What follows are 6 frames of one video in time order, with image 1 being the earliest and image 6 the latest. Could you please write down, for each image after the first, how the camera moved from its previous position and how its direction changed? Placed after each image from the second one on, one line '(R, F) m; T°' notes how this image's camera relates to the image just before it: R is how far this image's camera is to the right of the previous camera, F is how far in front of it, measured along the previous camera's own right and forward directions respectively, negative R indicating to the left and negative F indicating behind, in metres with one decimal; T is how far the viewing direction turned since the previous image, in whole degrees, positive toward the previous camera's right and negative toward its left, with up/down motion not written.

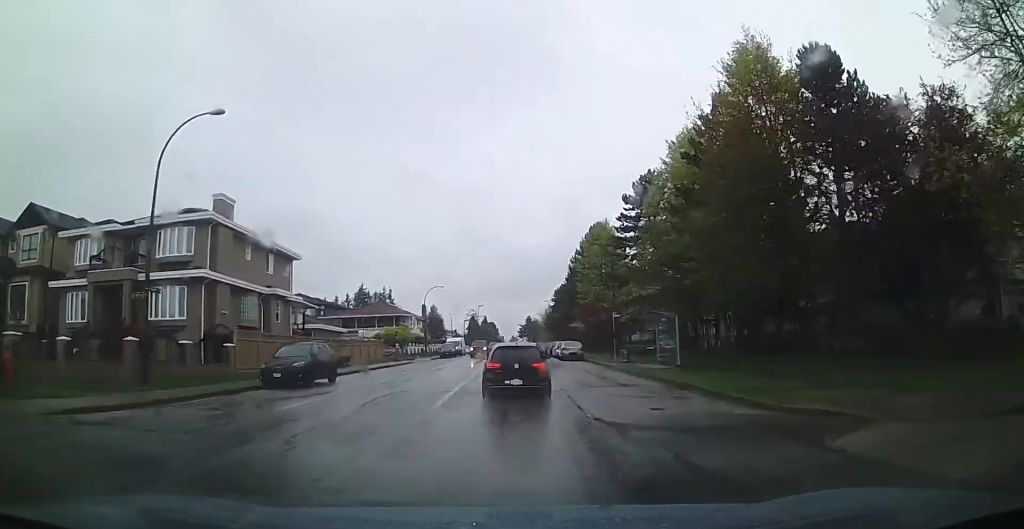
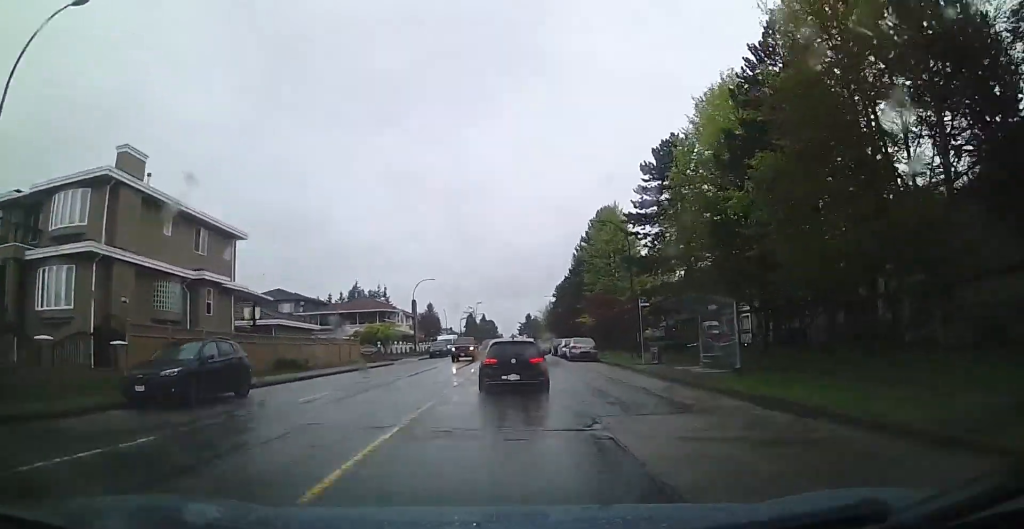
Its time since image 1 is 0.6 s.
(+0.1, +8.0) m; +1°
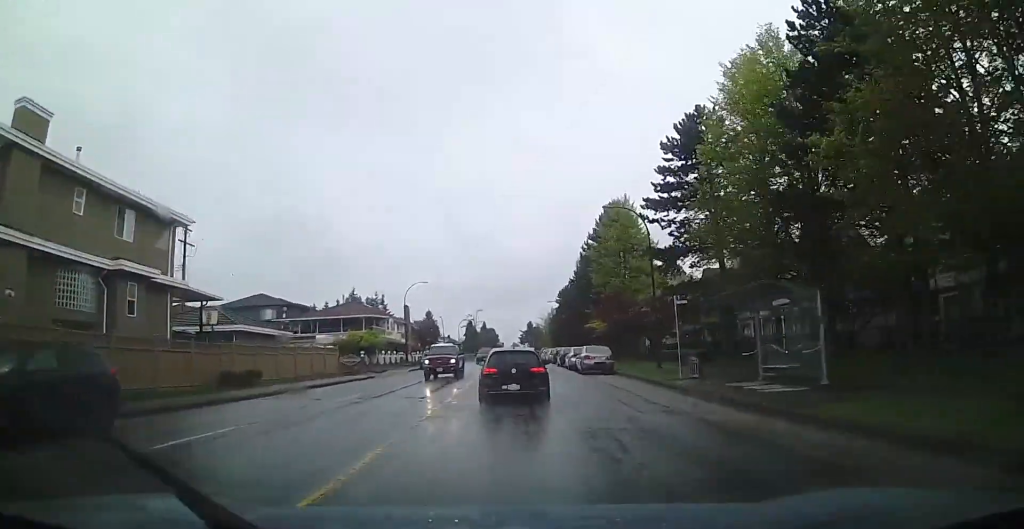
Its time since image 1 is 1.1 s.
(+0.2, +6.1) m; -1°
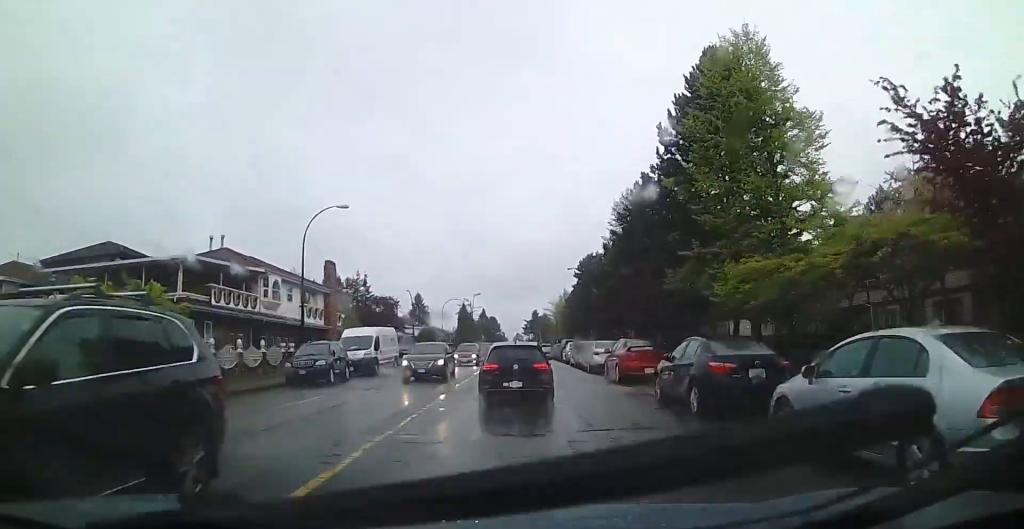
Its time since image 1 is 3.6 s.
(-0.8, +32.4) m; -1°
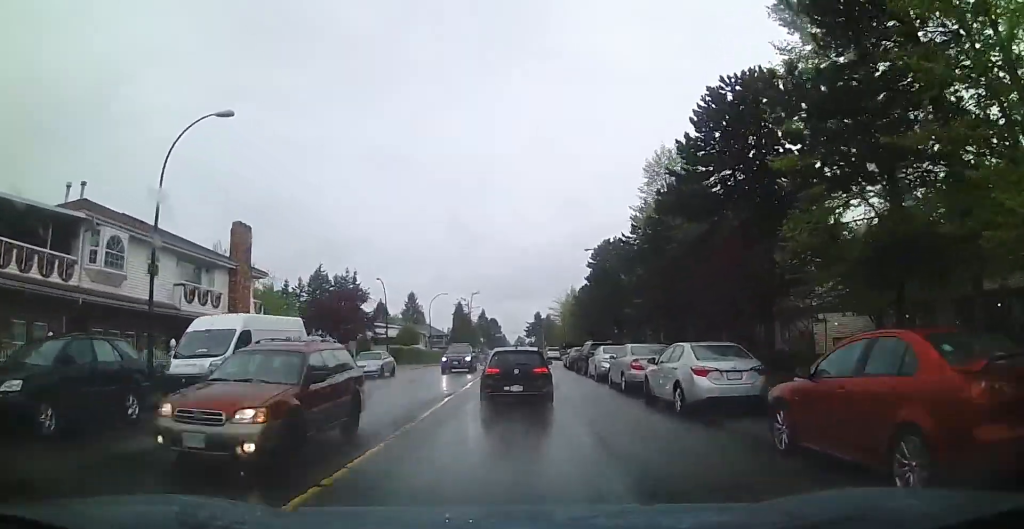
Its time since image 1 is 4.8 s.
(0.0, +15.4) m; 0°
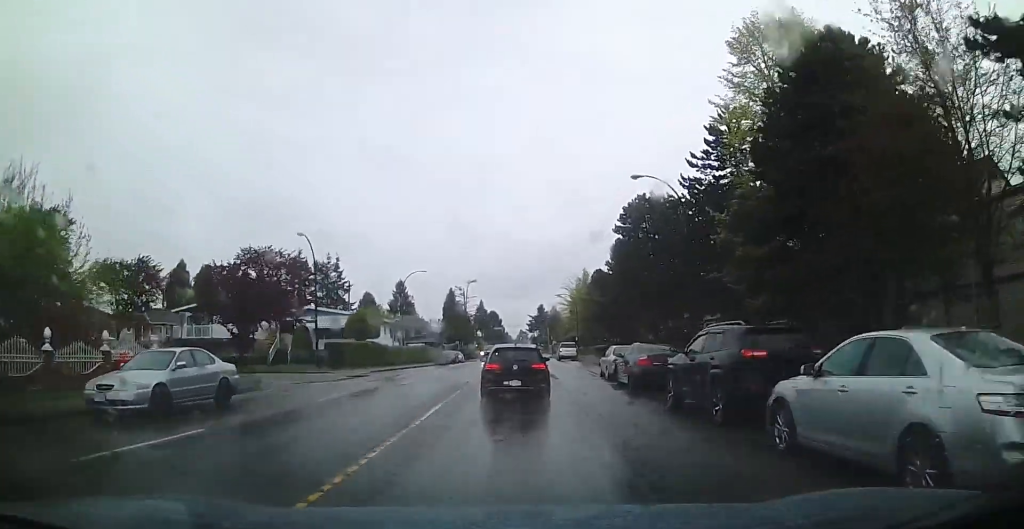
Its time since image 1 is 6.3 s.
(-0.5, +19.8) m; -3°
